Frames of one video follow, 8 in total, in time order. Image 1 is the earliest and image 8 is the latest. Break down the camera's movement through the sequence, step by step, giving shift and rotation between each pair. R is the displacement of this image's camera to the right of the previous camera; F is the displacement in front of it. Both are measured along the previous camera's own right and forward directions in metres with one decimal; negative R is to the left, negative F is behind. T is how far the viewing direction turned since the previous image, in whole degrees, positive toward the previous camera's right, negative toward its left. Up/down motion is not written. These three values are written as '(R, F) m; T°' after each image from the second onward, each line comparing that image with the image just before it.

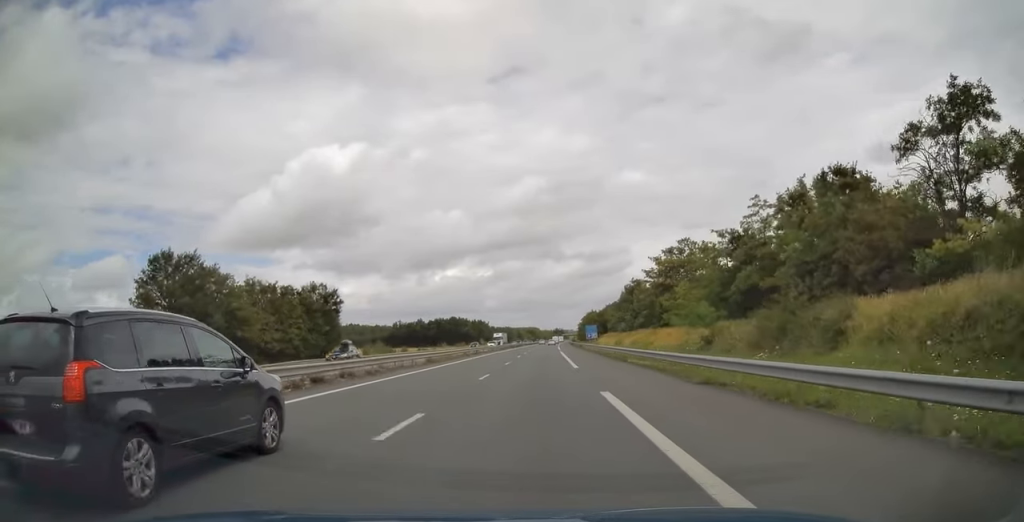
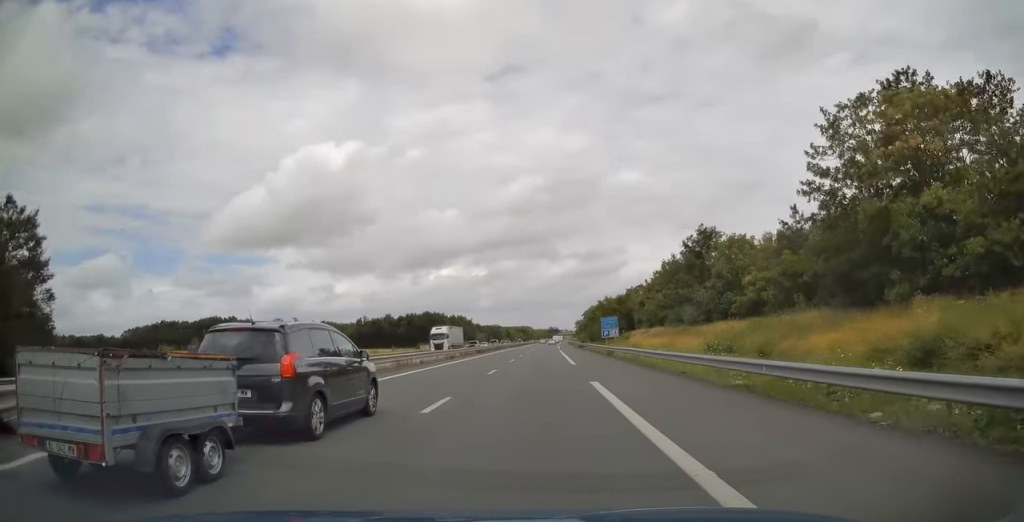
(+0.2, +48.4) m; +1°
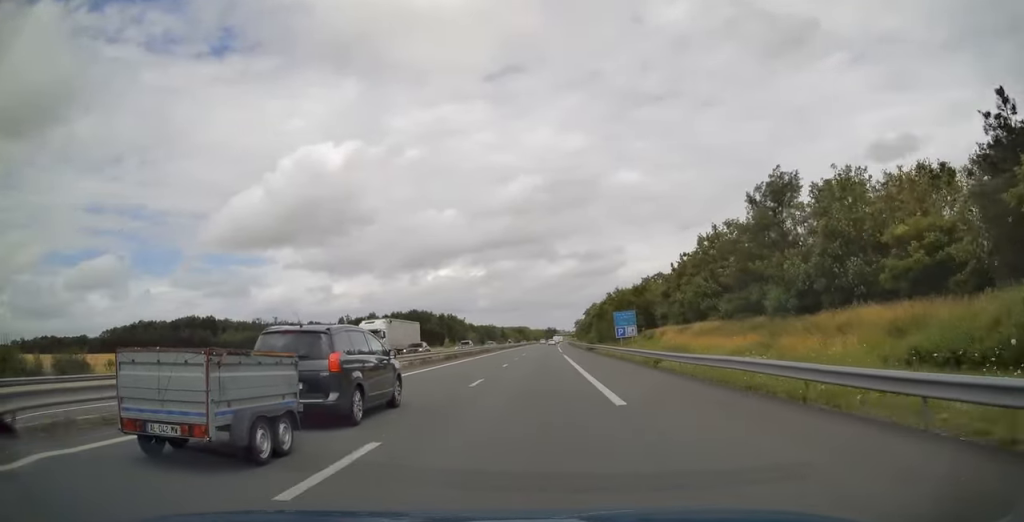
(0.0, +19.4) m; 0°
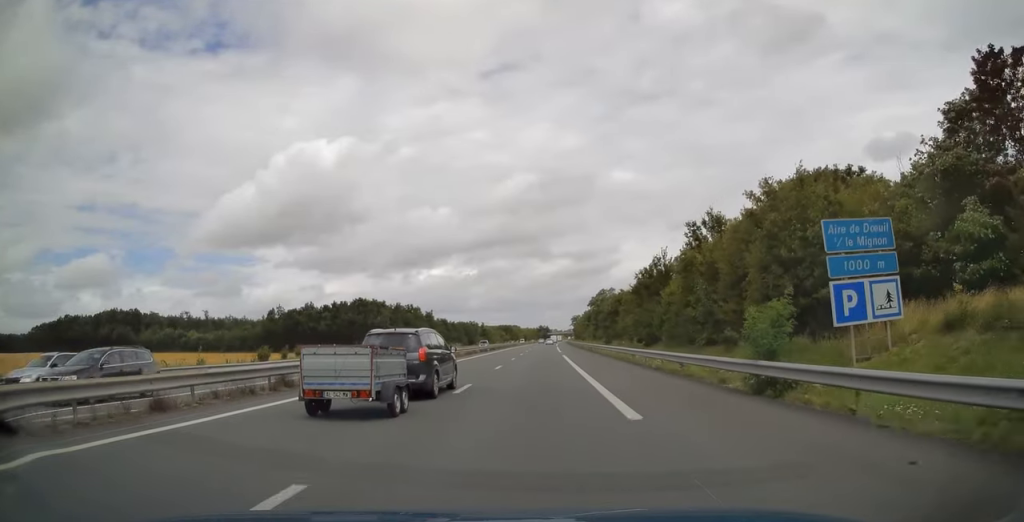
(+0.3, +54.4) m; +1°
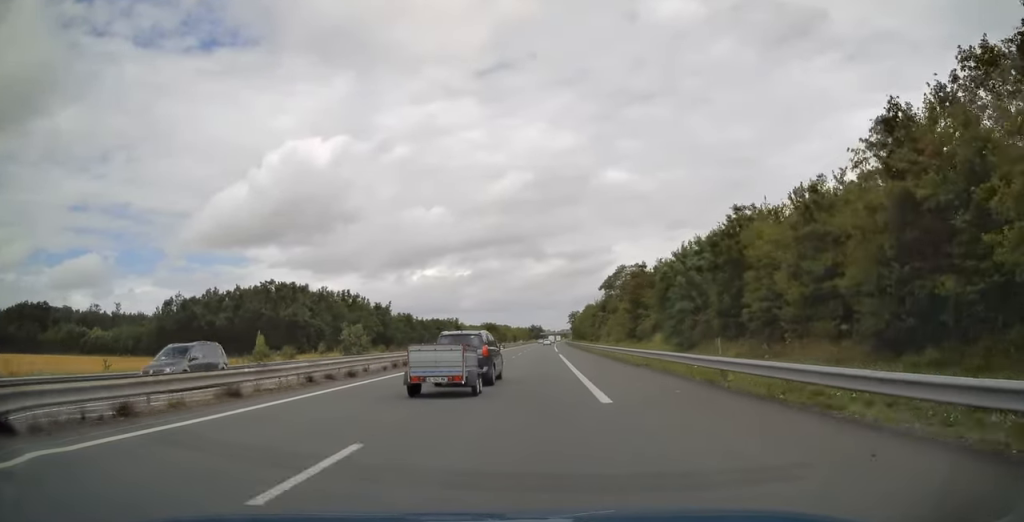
(+0.4, +49.5) m; +1°
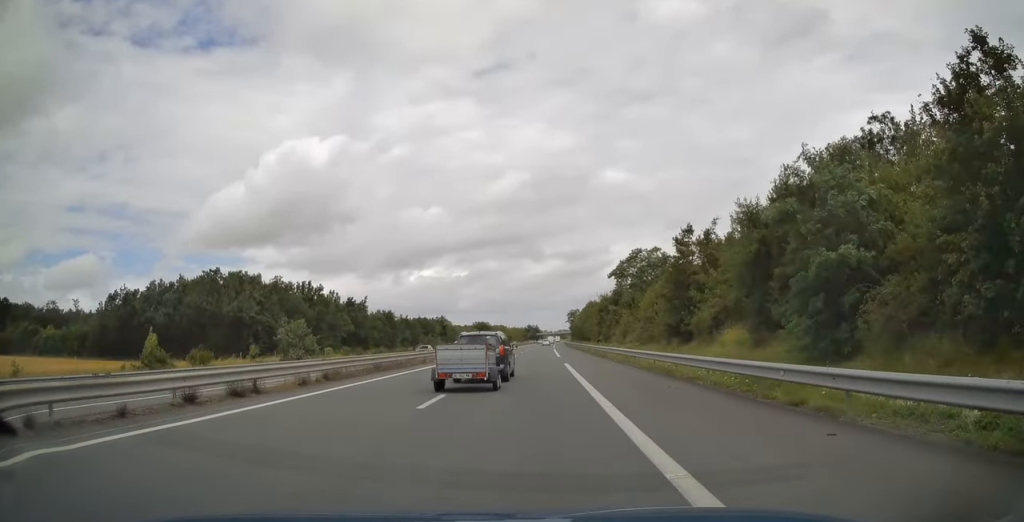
(0.0, +18.8) m; 0°
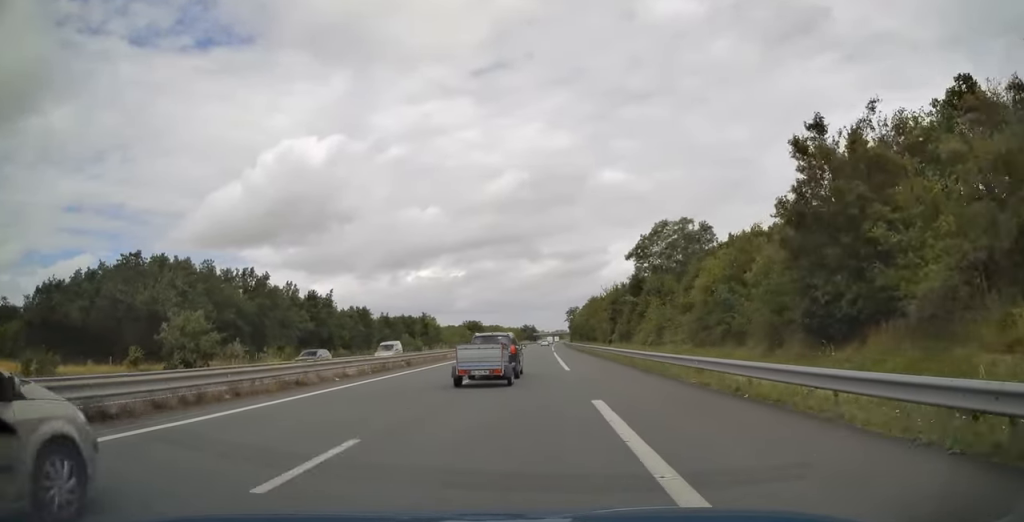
(0.0, +19.9) m; 0°
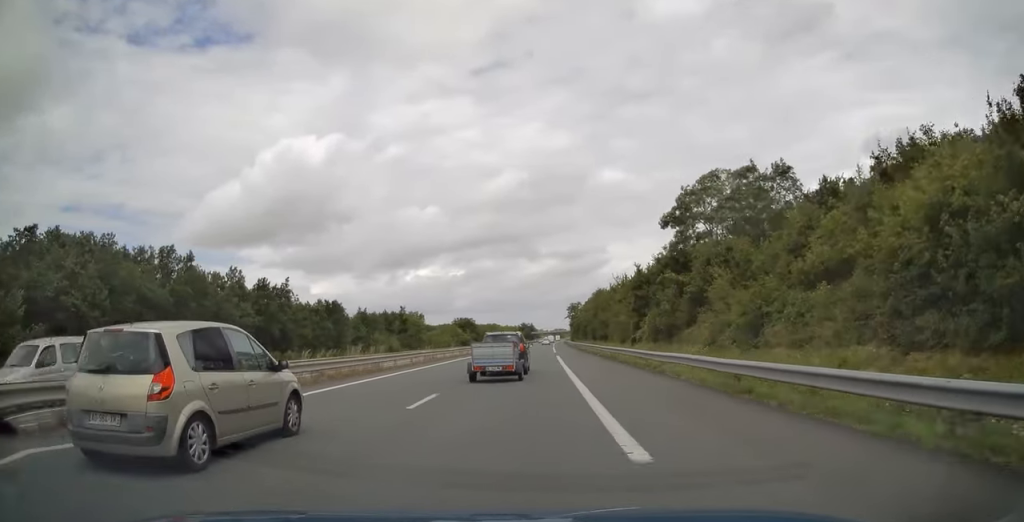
(+0.1, +19.3) m; 0°
